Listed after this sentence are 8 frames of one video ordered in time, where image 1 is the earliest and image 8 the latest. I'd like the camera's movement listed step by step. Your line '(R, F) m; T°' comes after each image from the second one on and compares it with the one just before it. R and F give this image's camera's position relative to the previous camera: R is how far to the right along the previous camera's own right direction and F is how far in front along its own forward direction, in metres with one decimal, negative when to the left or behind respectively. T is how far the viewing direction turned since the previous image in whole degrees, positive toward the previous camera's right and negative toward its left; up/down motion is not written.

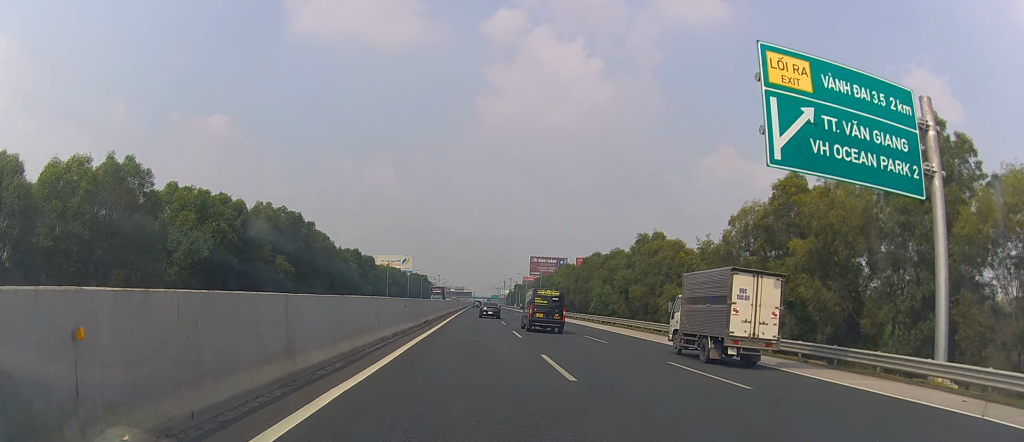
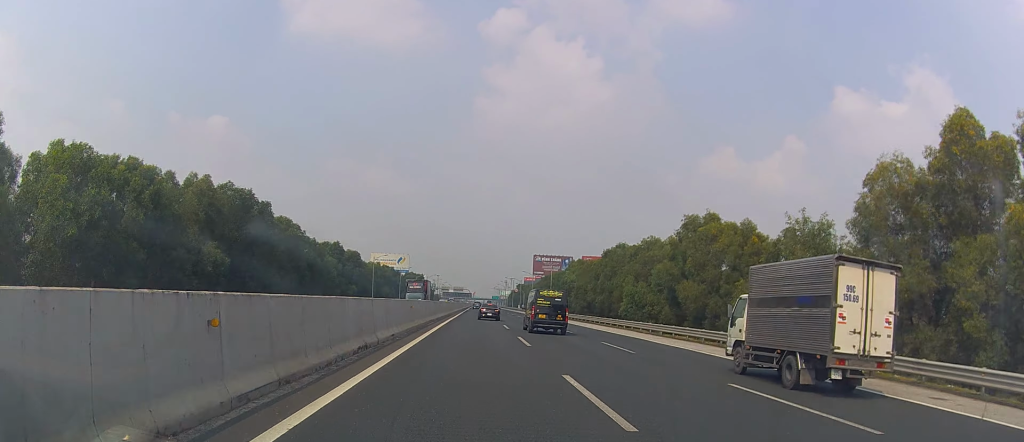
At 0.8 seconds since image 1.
(+0.4, +22.3) m; +1°
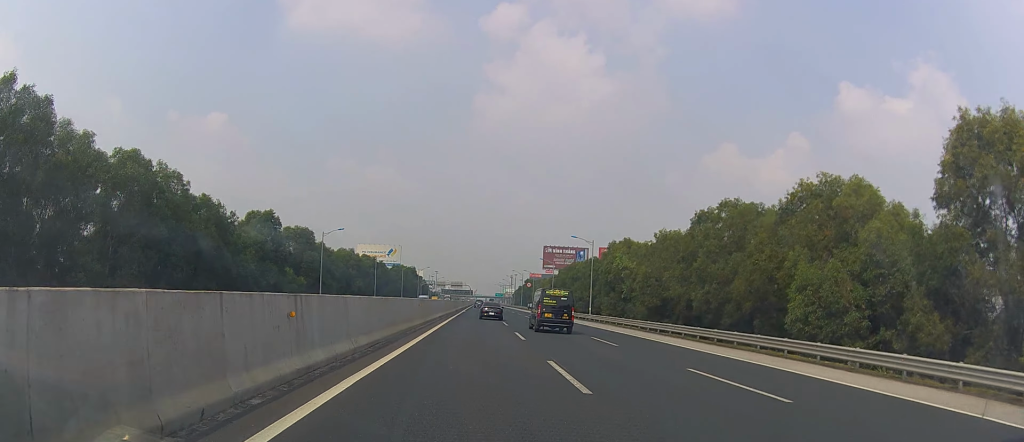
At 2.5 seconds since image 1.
(-0.7, +45.5) m; -2°
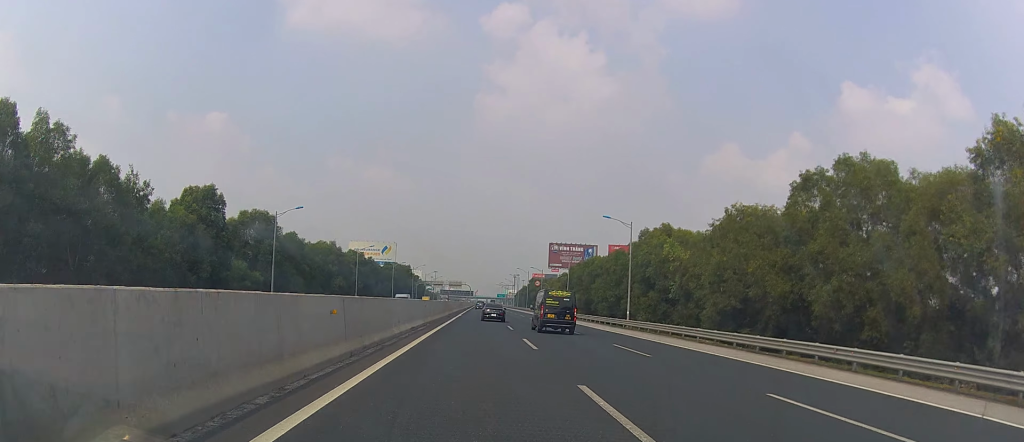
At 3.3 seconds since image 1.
(+0.3, +21.3) m; 0°
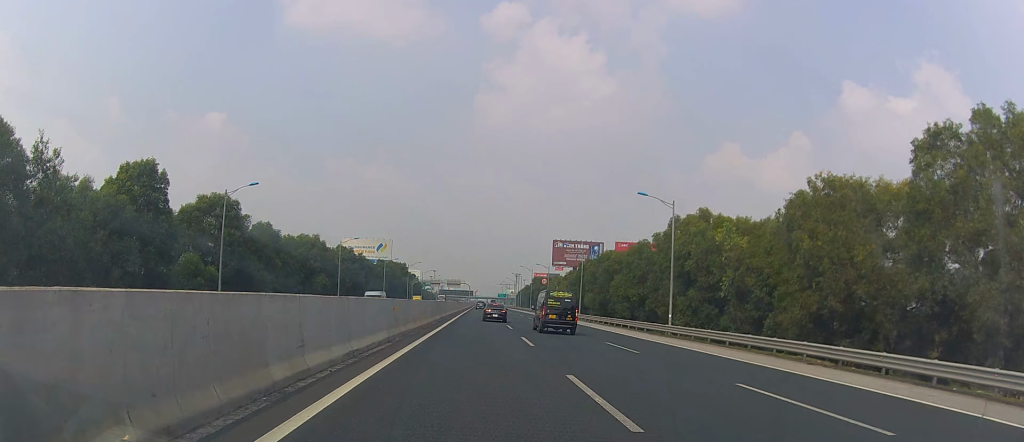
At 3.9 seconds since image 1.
(-0.1, +14.1) m; +1°
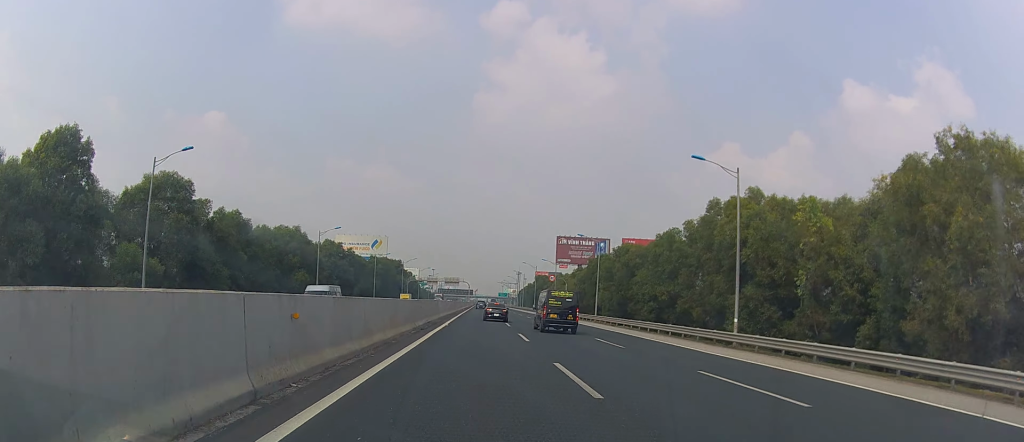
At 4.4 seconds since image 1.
(-0.1, +13.1) m; 0°
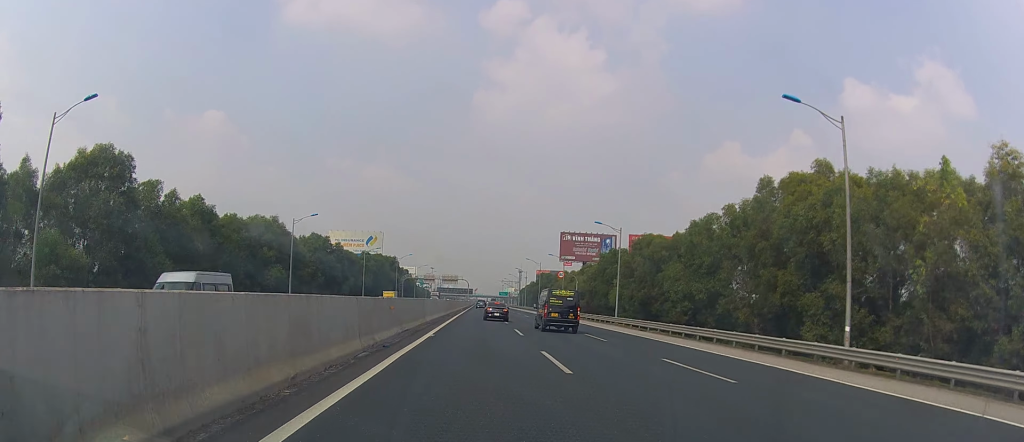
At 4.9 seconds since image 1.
(+0.3, +12.8) m; 0°
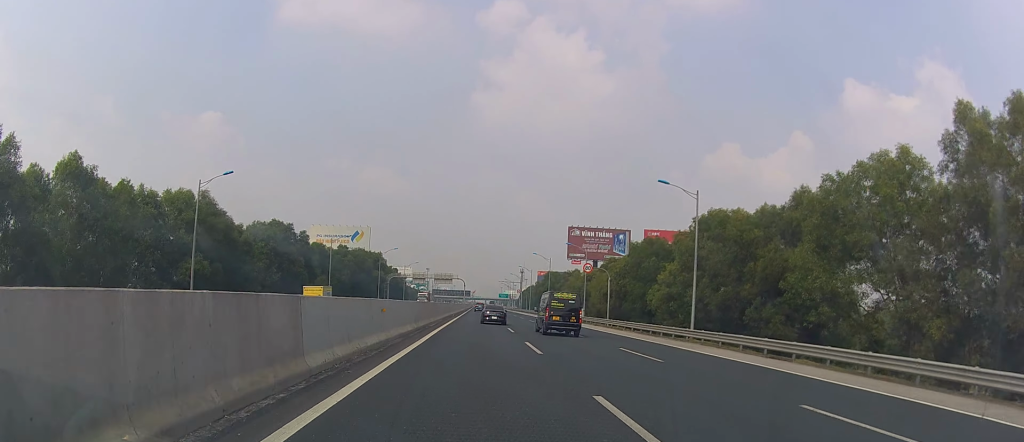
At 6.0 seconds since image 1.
(-0.1, +25.4) m; -1°
